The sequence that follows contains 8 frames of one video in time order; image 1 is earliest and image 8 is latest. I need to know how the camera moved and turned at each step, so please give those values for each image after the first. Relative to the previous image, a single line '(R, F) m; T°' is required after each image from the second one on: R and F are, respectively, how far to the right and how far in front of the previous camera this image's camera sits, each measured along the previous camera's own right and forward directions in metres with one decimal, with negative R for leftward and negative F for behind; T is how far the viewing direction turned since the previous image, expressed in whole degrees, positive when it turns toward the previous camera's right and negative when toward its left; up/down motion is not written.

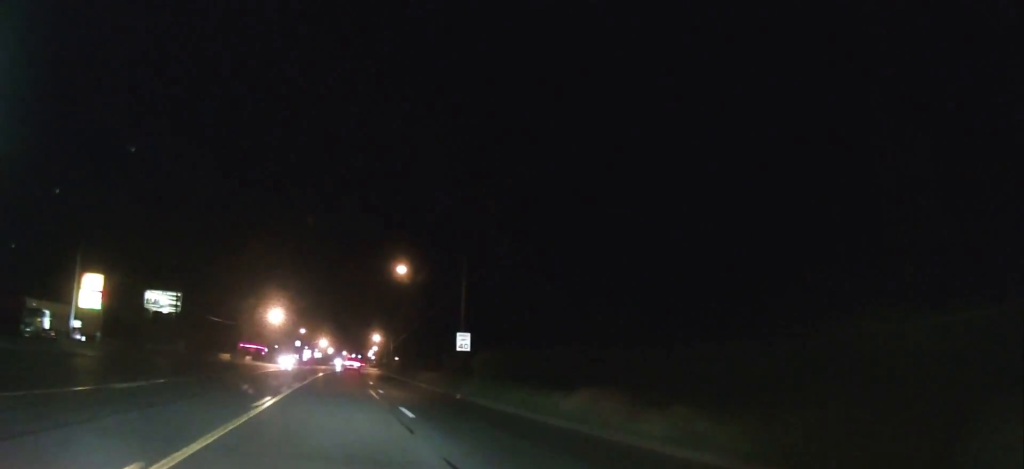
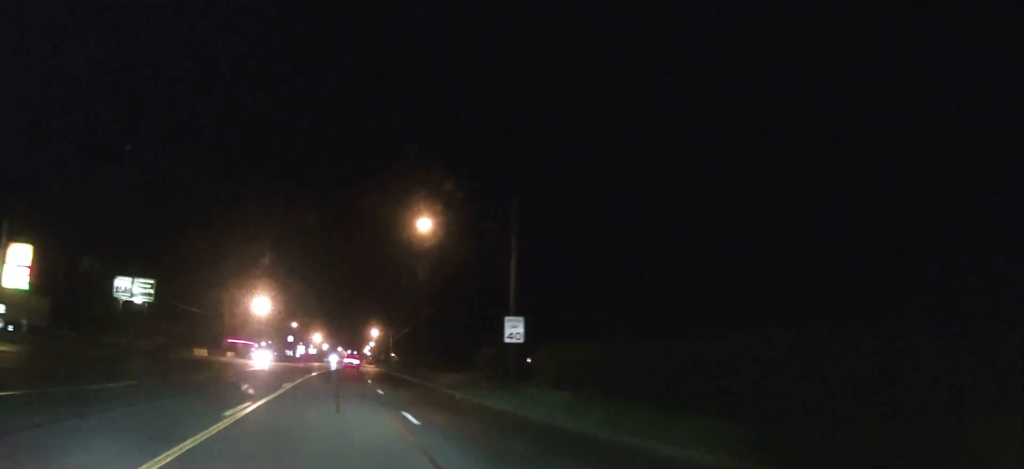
(+0.1, +14.6) m; +1°
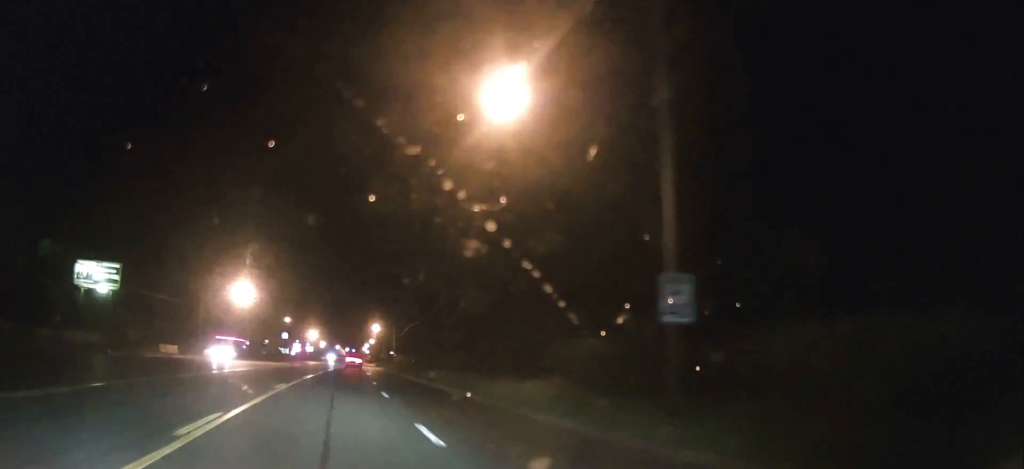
(0.0, +15.9) m; +1°
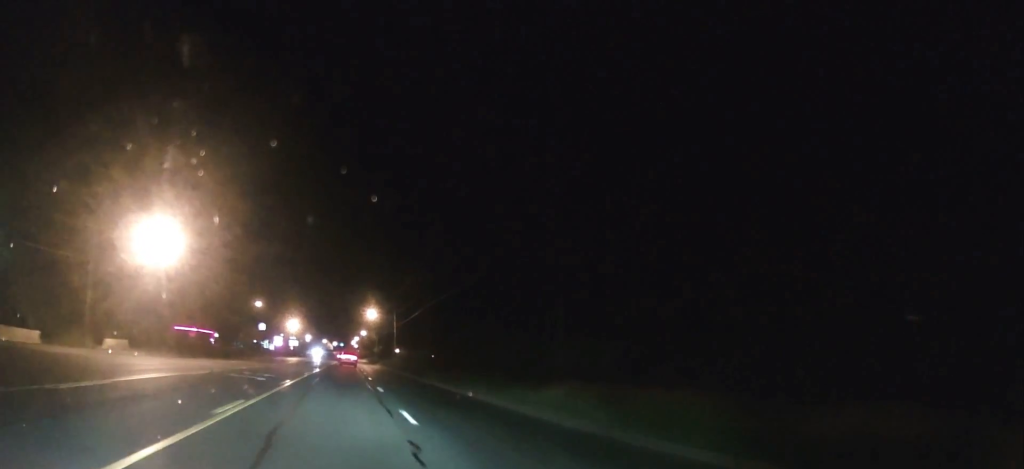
(+0.2, +34.2) m; 0°
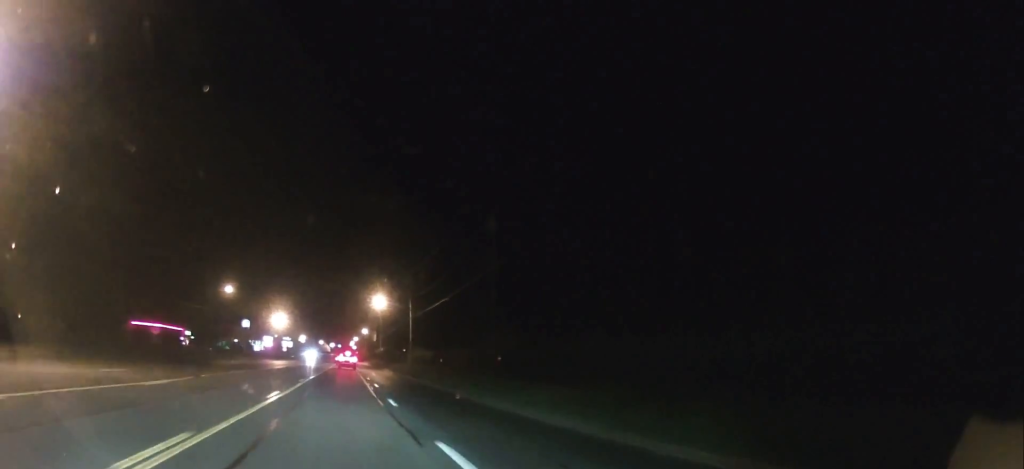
(+0.3, +30.3) m; +1°
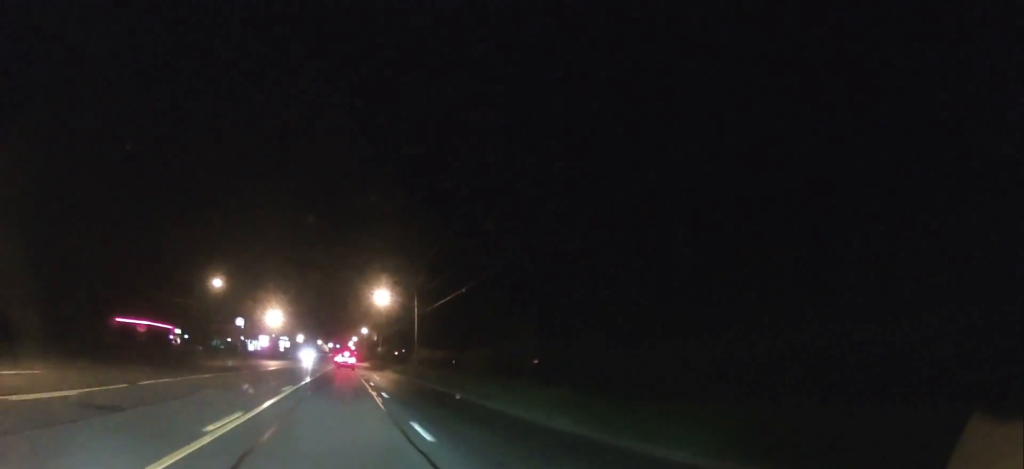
(0.0, +7.9) m; 0°
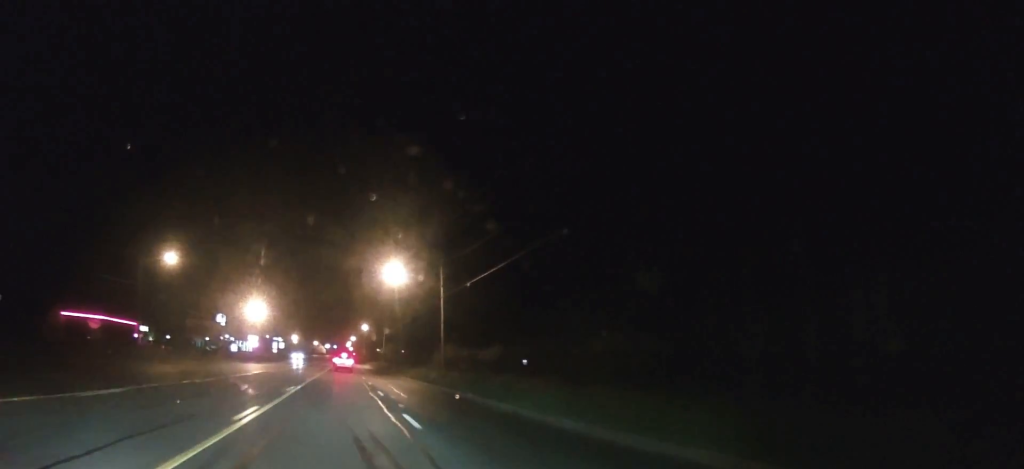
(0.0, +22.3) m; +1°
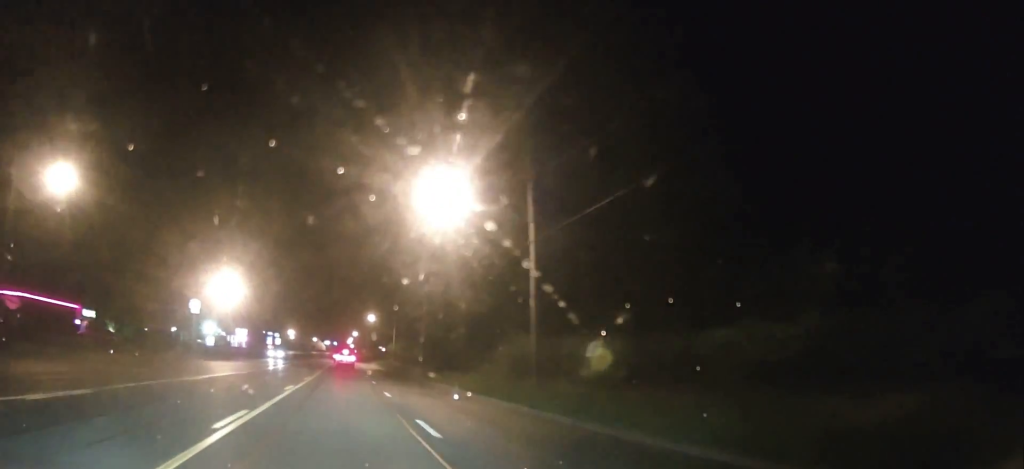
(+0.1, +26.2) m; 0°
